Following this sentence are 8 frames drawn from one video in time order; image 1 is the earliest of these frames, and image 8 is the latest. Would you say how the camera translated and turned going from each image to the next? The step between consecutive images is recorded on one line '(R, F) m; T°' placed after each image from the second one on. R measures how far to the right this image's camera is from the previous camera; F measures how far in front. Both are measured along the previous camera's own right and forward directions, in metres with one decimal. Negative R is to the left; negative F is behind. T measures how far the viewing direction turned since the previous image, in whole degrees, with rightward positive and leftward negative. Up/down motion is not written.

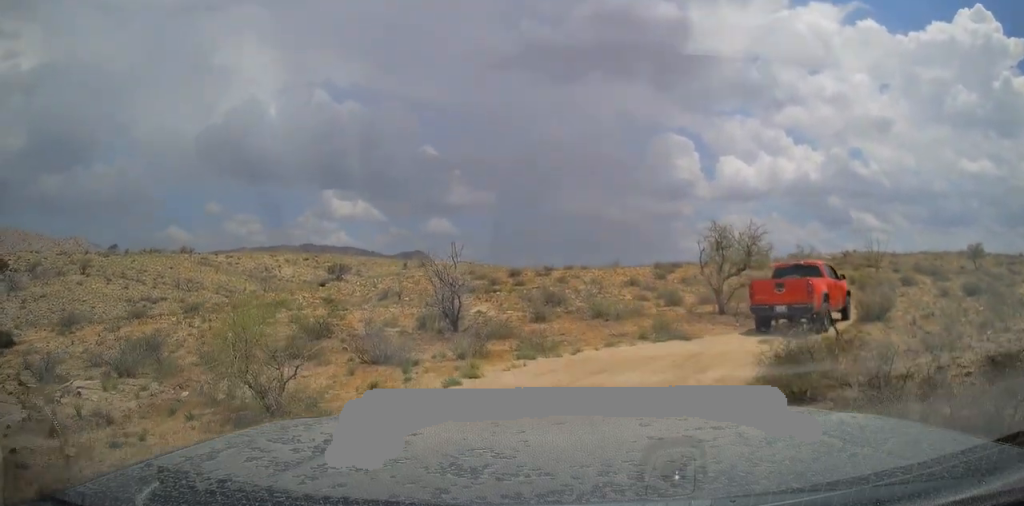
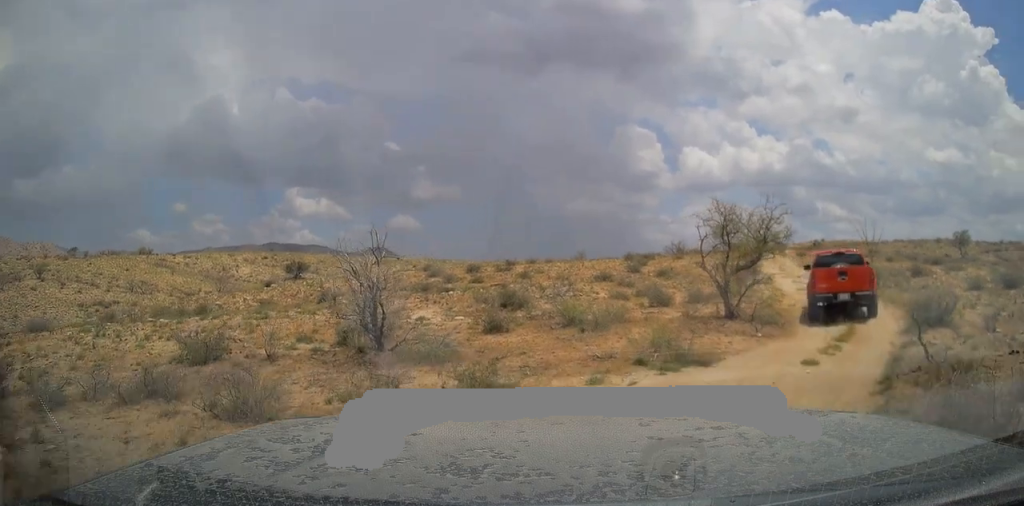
(+0.3, +4.6) m; +13°
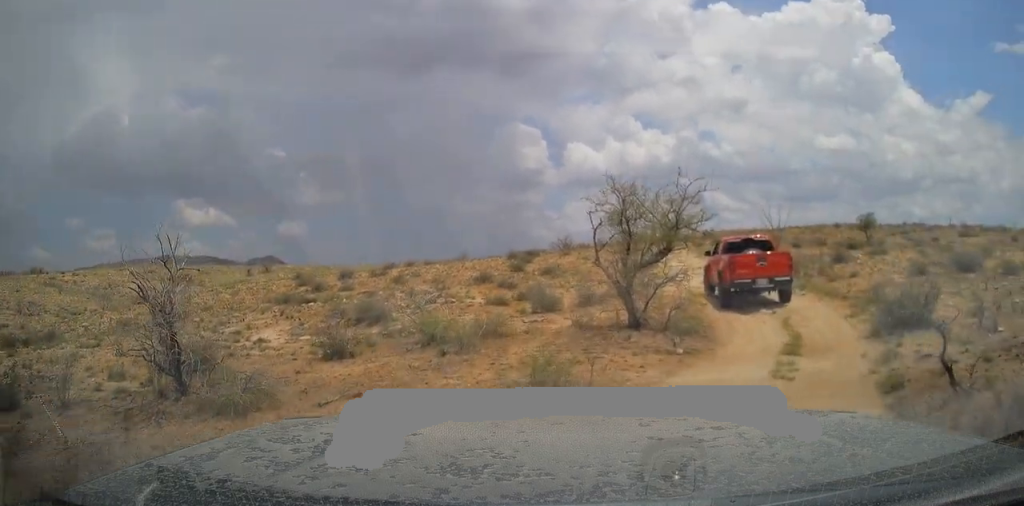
(+0.3, +3.4) m; +18°
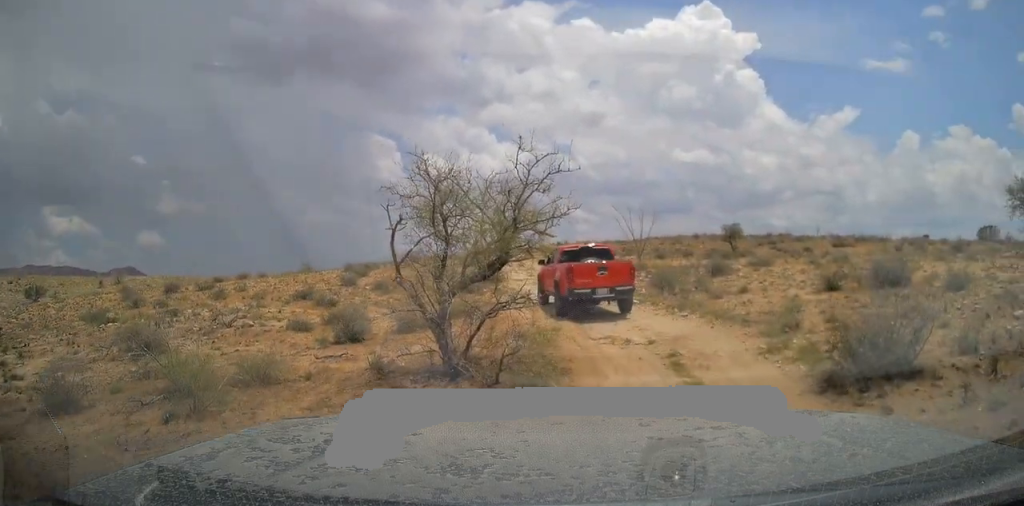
(+1.0, +4.1) m; +10°
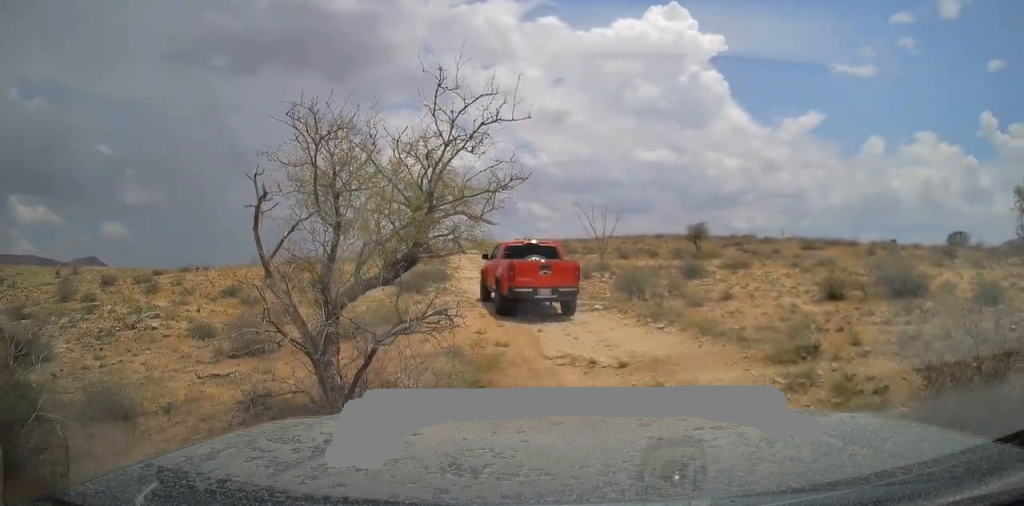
(-0.1, +2.7) m; -4°
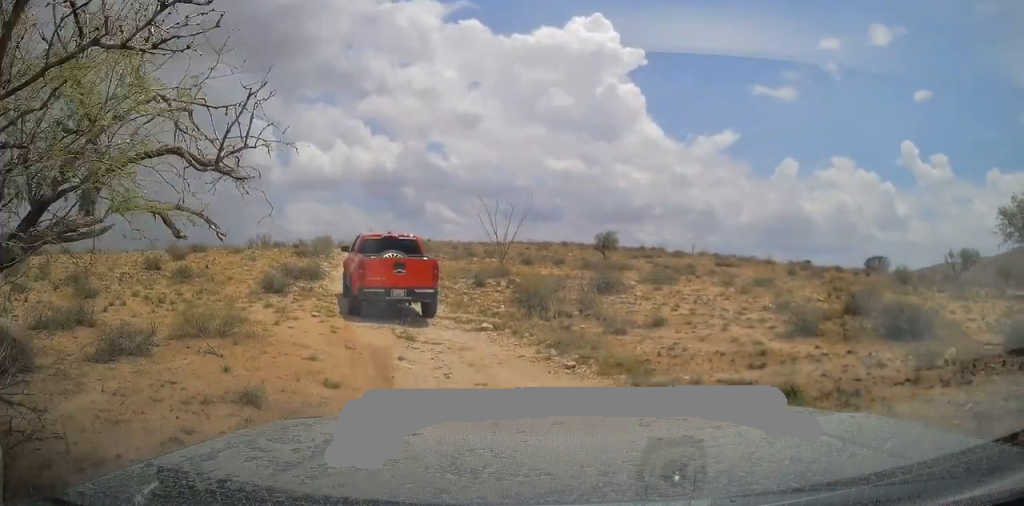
(-0.2, +3.6) m; +3°
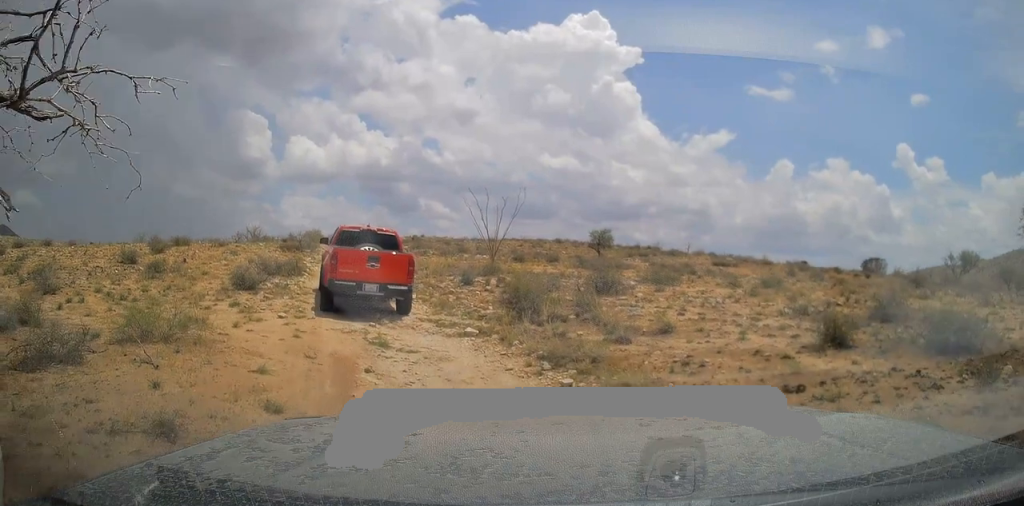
(+0.1, +1.3) m; +3°
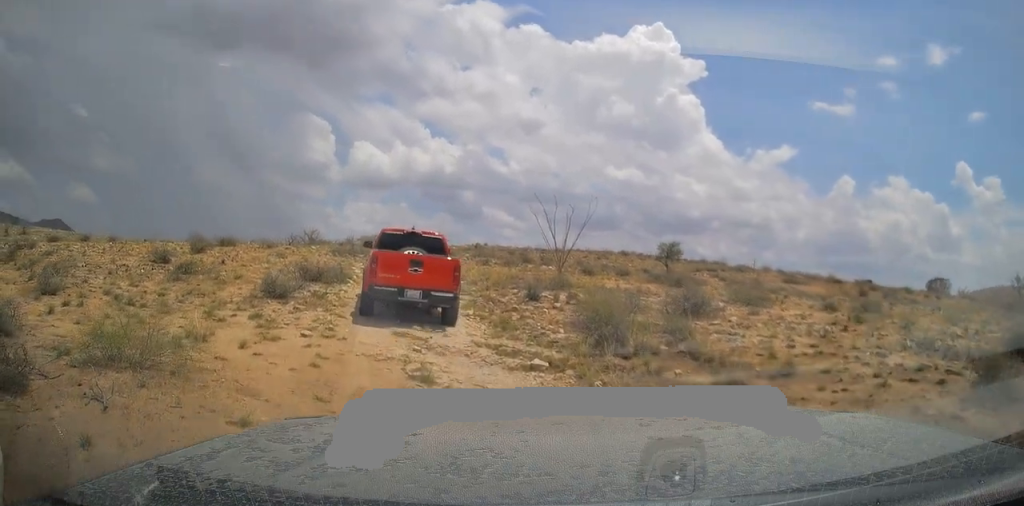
(+0.1, +2.3) m; -3°
